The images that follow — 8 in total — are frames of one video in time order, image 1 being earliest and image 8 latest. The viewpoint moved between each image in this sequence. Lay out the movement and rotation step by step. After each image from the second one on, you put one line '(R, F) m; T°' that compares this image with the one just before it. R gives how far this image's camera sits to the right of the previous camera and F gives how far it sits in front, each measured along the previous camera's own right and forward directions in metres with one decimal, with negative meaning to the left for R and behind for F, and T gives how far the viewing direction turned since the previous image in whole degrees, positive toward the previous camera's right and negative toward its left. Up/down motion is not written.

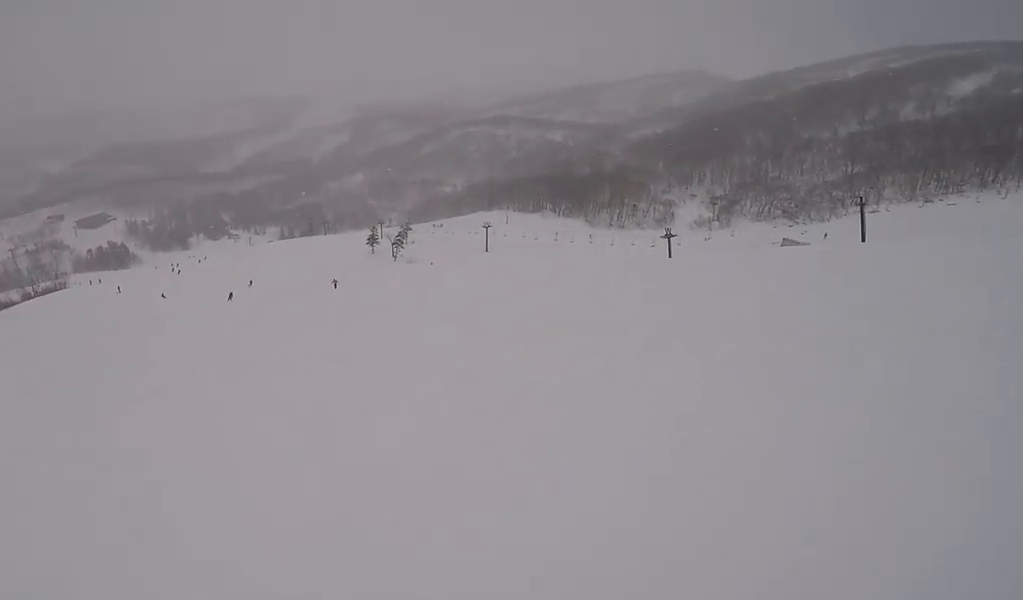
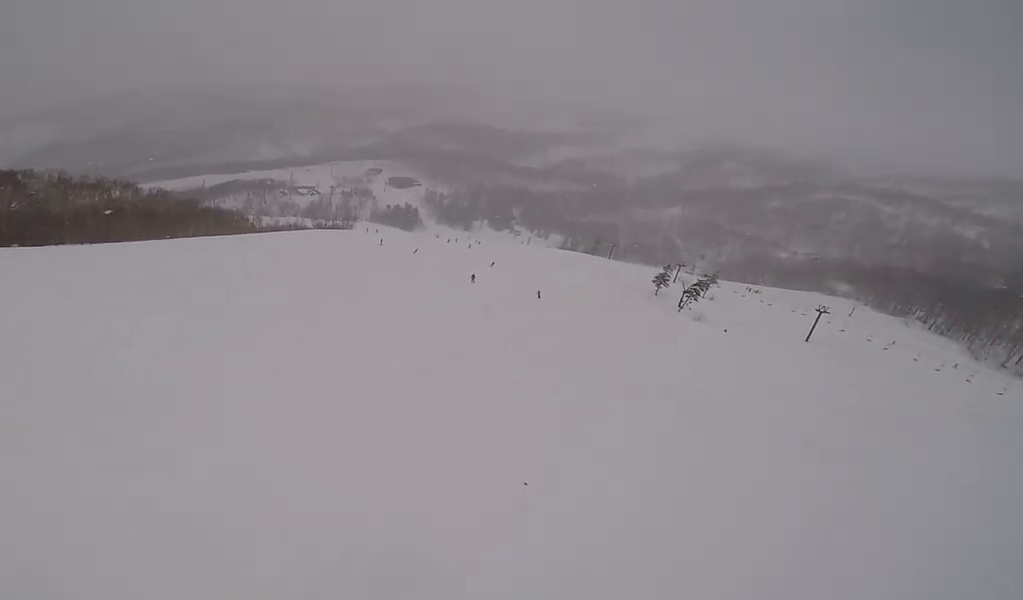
(-3.5, +8.8) m; -49°
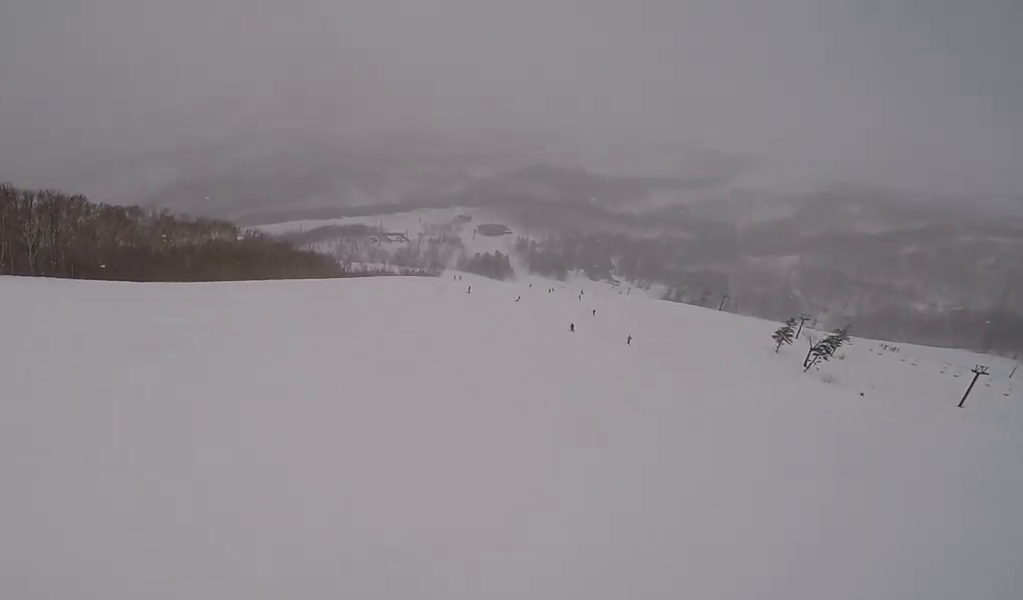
(-0.5, +3.7) m; -17°
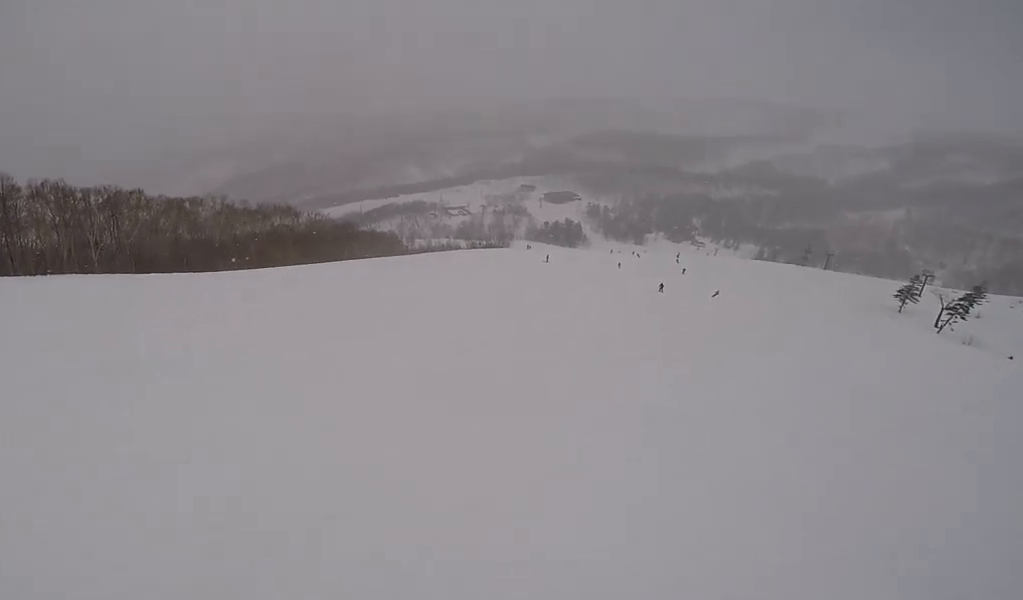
(-0.7, +4.3) m; -4°
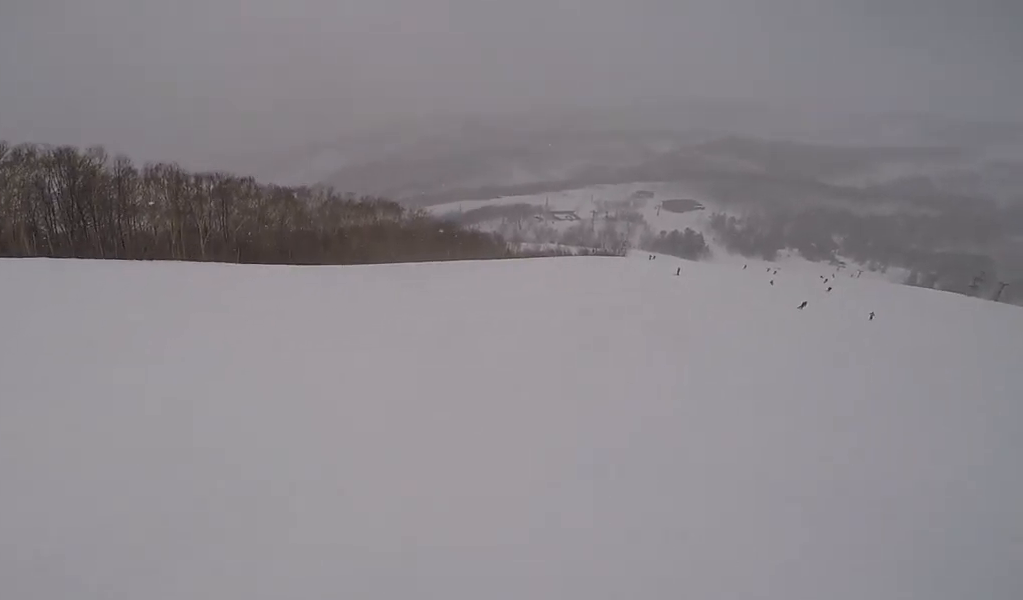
(-0.1, +5.1) m; +6°
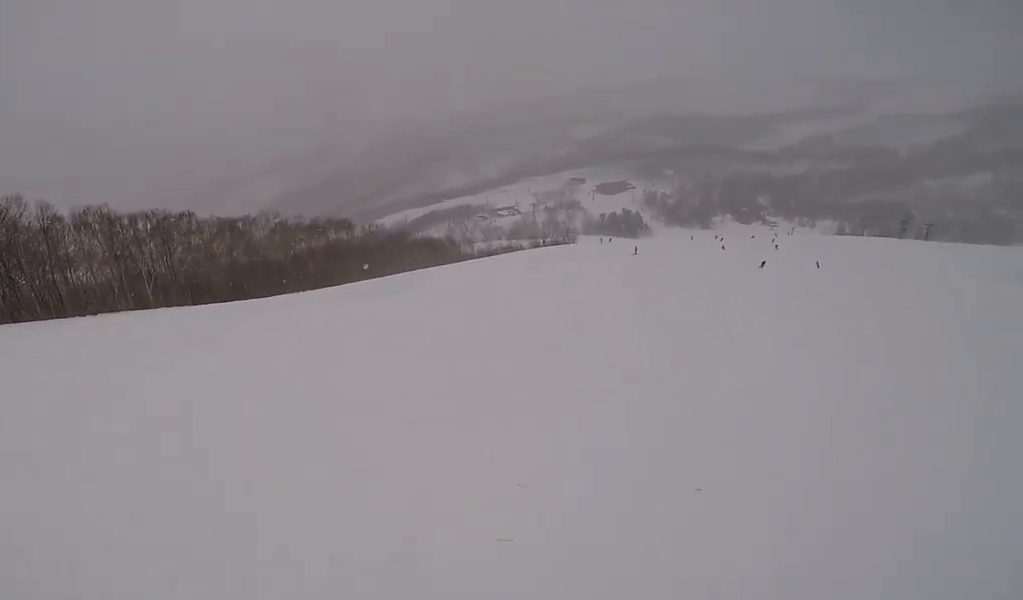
(-0.1, +3.6) m; +10°
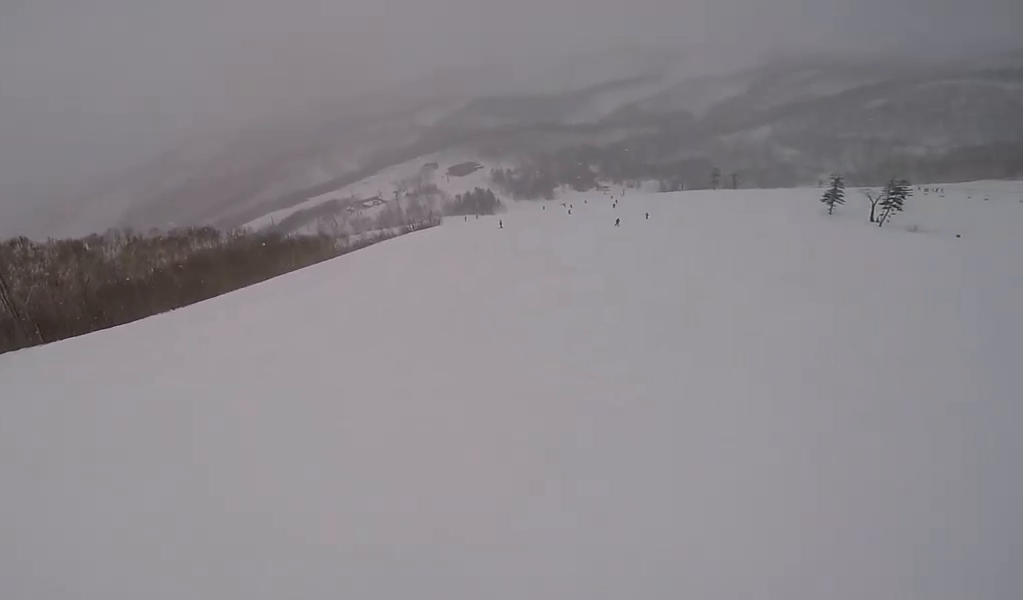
(+0.5, +3.0) m; +11°
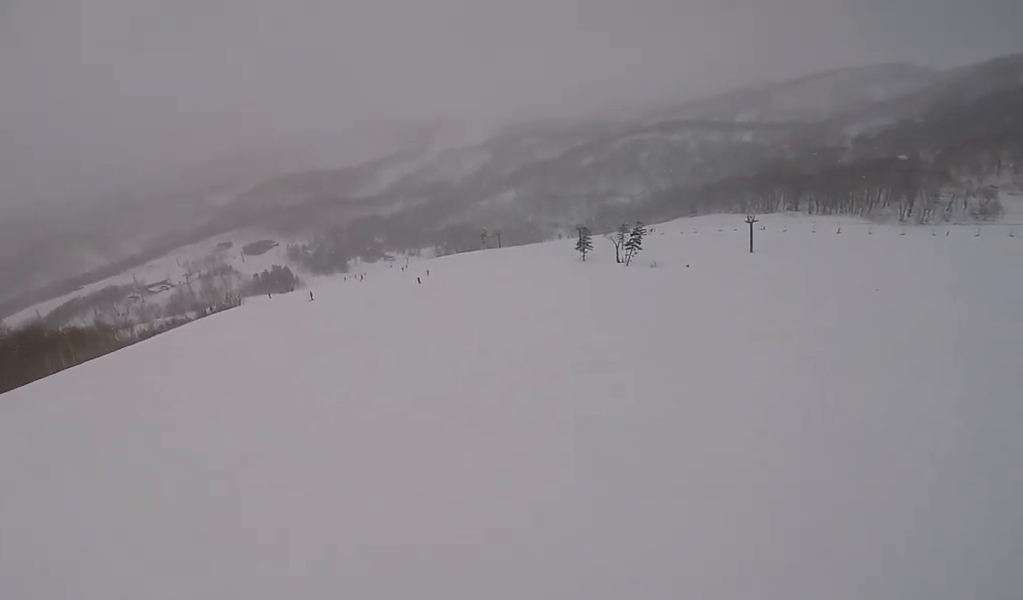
(+2.4, +8.5) m; +32°
